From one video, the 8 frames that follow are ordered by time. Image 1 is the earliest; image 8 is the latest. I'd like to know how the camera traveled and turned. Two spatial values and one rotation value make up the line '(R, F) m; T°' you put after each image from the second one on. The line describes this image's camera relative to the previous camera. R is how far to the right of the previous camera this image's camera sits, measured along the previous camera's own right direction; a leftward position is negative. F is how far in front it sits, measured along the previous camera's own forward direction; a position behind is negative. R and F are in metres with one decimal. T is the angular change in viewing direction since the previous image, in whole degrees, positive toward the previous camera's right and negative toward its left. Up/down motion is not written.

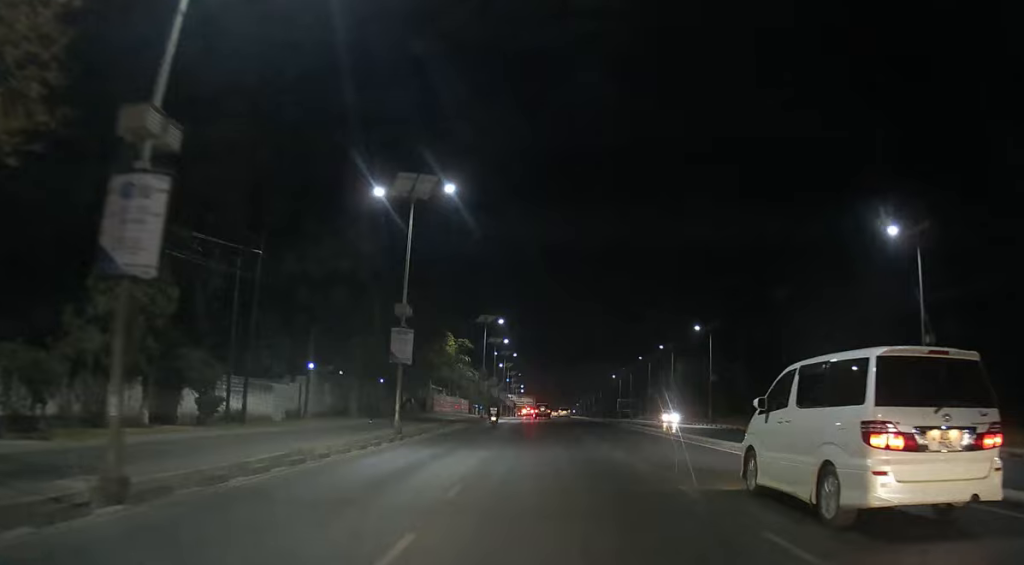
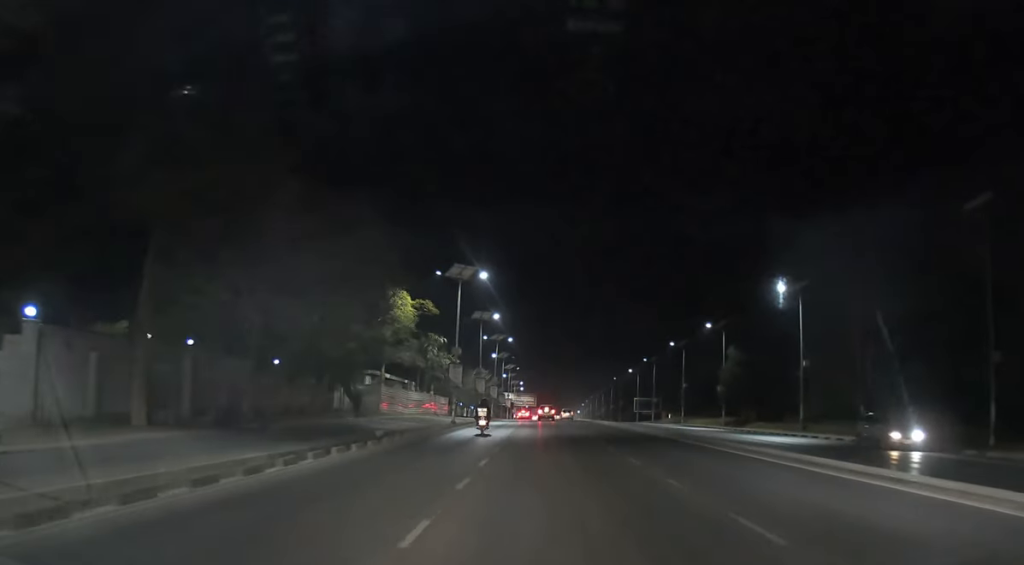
(-0.1, +30.4) m; 0°
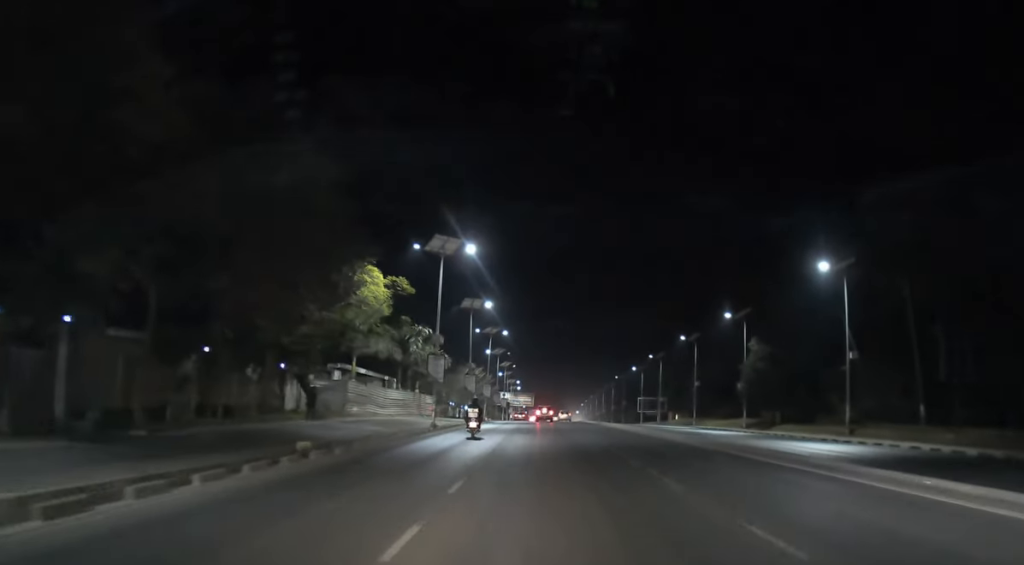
(+0.1, +9.5) m; 0°
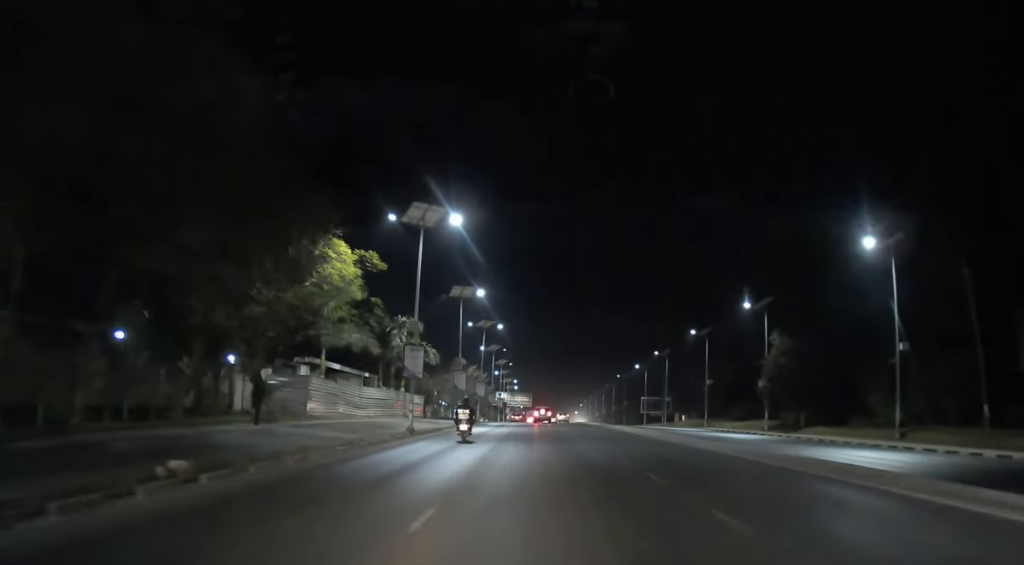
(0.0, +7.6) m; 0°
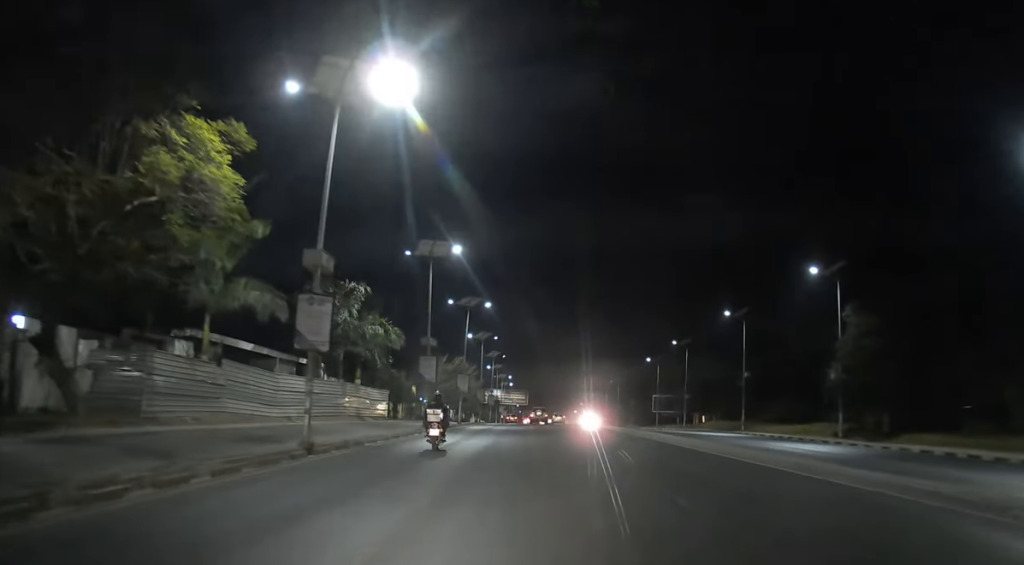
(0.0, +17.2) m; 0°
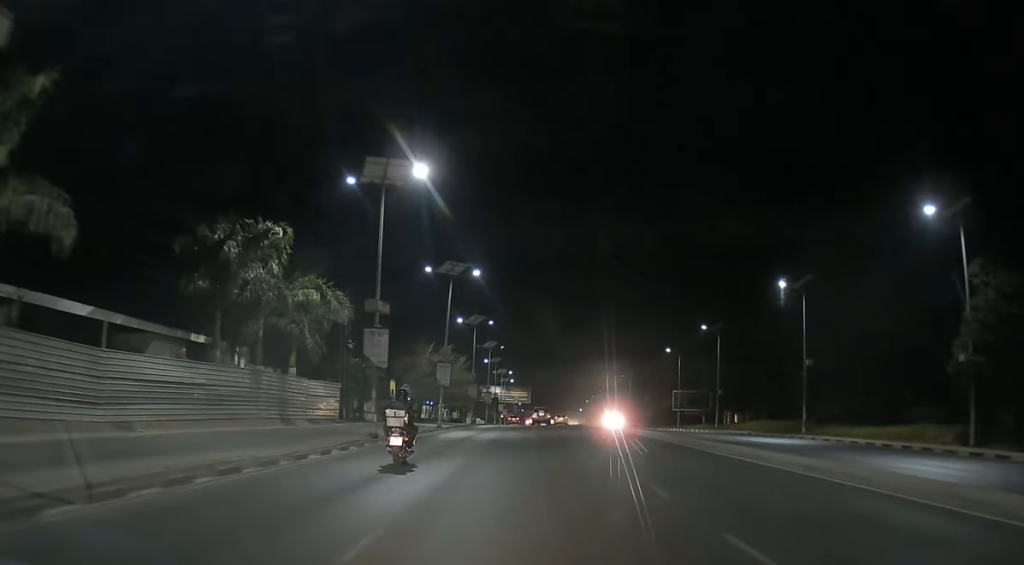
(-0.1, +15.9) m; 0°
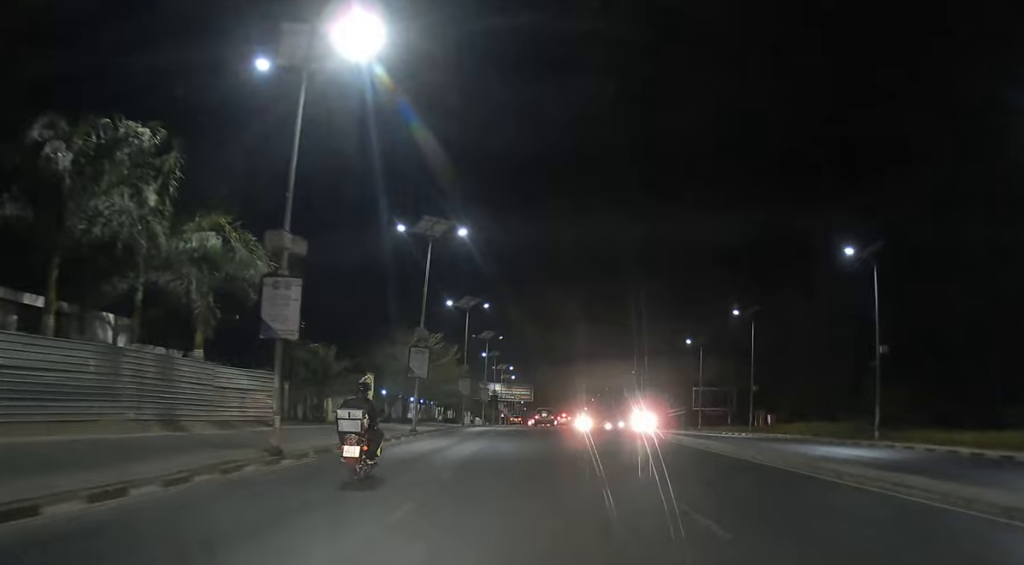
(0.0, +12.2) m; 0°
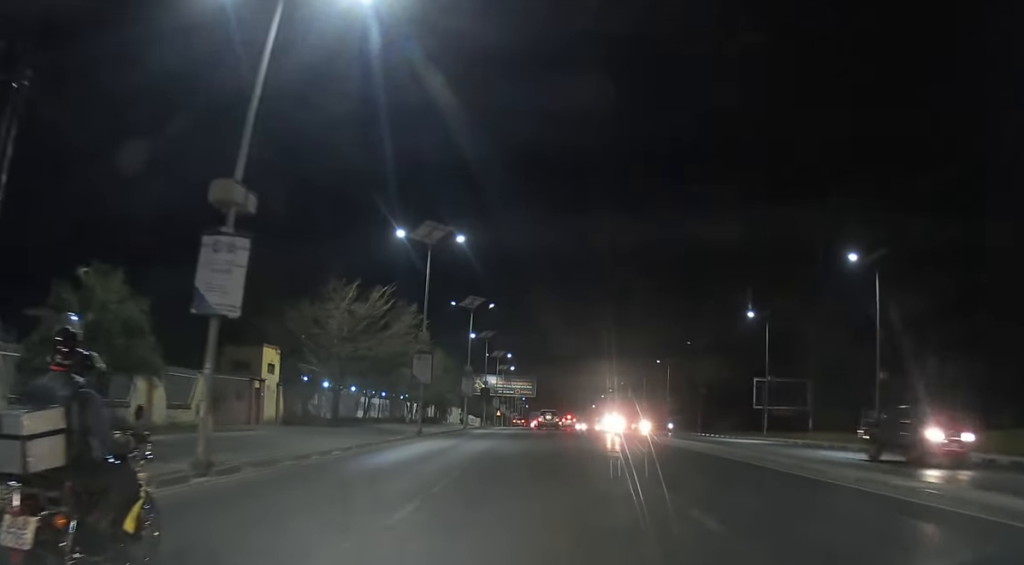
(-0.2, +26.7) m; 0°
